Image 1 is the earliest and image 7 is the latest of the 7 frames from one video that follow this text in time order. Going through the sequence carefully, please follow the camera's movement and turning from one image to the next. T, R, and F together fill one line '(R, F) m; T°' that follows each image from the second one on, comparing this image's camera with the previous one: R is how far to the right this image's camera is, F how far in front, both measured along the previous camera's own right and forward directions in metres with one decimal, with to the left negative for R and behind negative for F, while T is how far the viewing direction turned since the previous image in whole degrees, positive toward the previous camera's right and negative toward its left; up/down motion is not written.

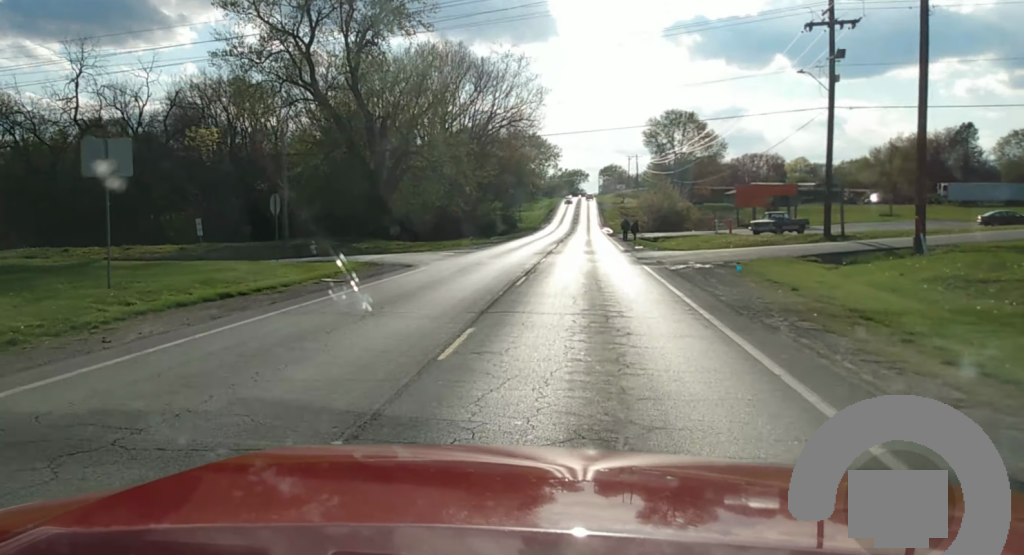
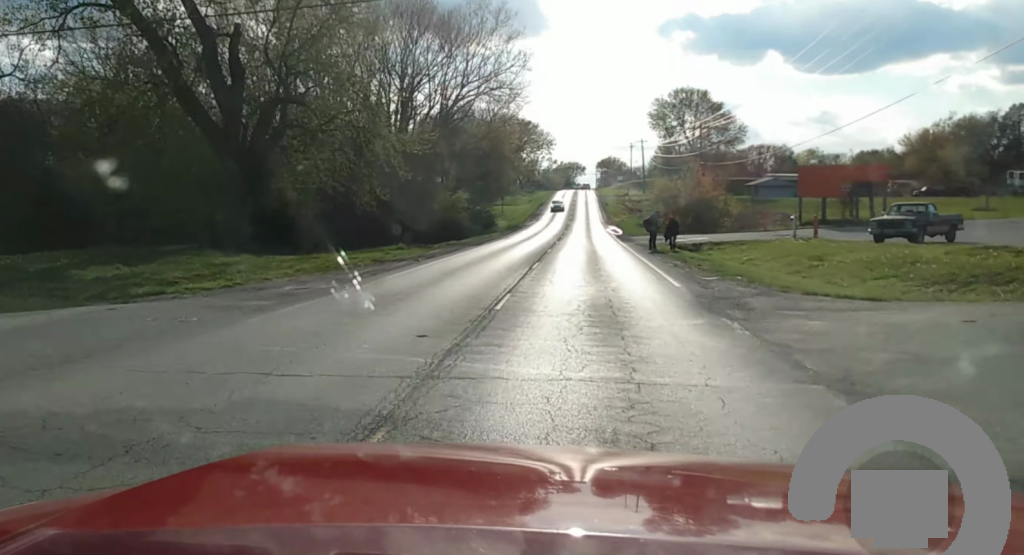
(+0.1, +30.8) m; 0°
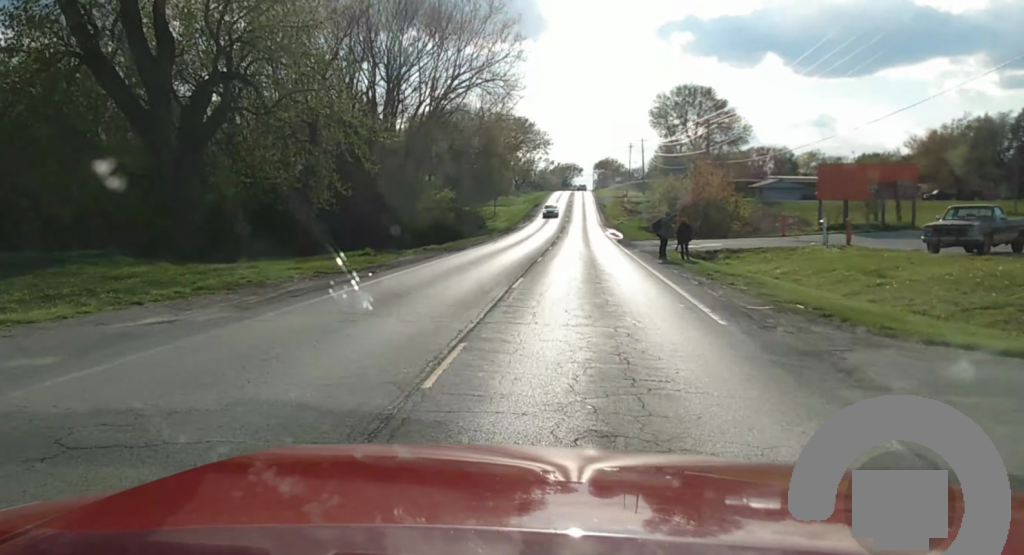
(0.0, +7.1) m; 0°
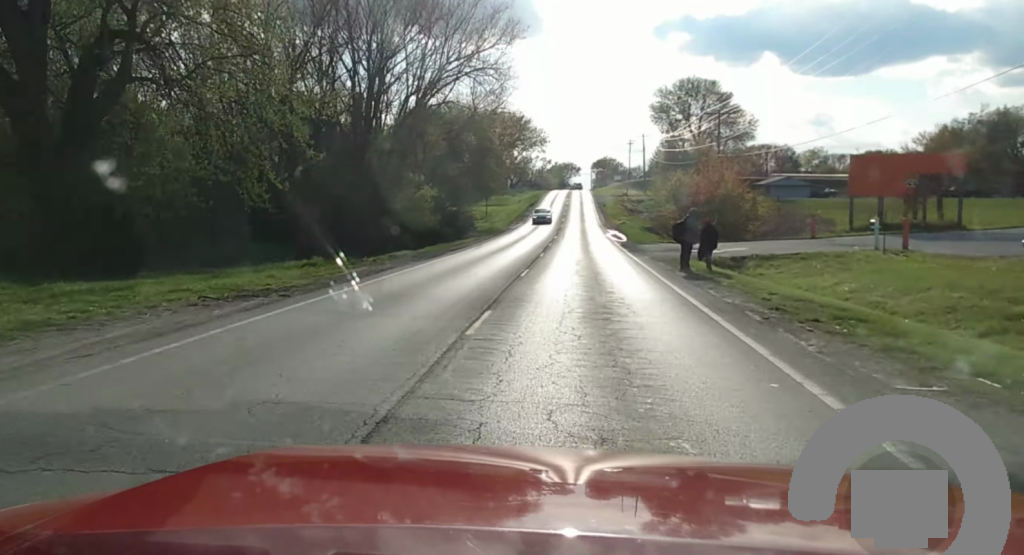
(-0.1, +8.2) m; 0°
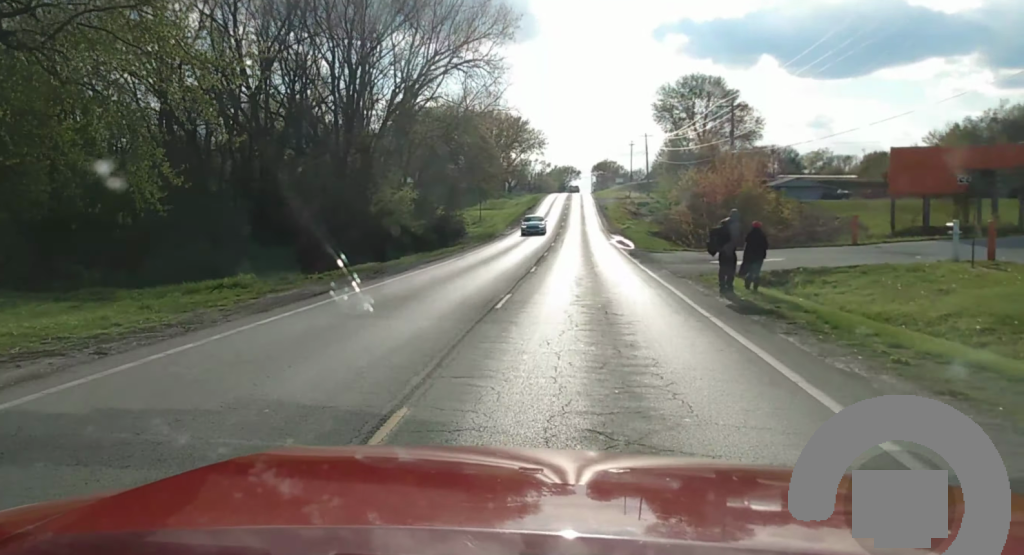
(0.0, +8.2) m; 0°
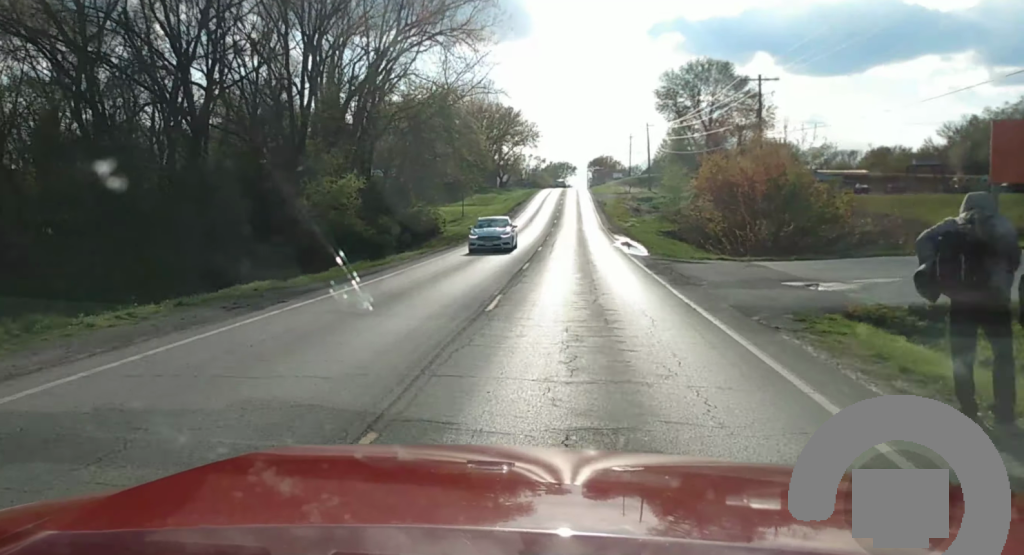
(0.0, +12.9) m; 0°
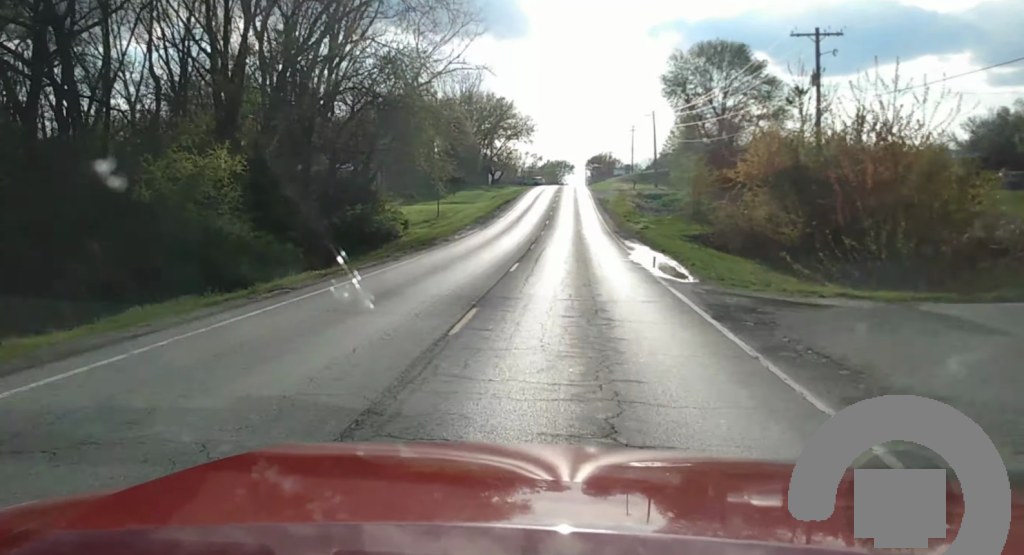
(+0.1, +17.0) m; 0°
